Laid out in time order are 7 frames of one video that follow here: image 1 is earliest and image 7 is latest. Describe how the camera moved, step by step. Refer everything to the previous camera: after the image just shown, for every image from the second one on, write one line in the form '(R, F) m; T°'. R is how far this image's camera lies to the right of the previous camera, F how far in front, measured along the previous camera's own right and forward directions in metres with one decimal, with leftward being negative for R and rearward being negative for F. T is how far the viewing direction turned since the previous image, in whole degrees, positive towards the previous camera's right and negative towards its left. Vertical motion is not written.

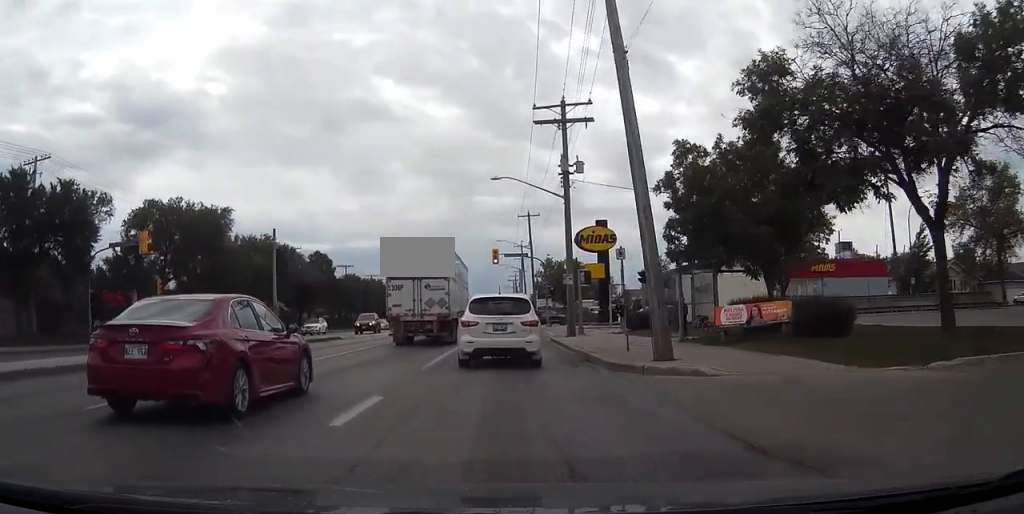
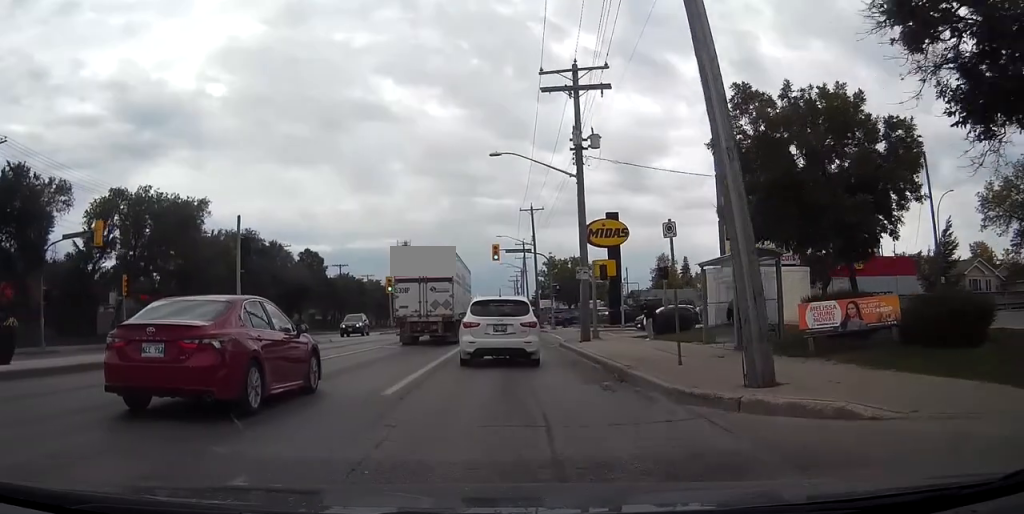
(0.0, +5.8) m; 0°
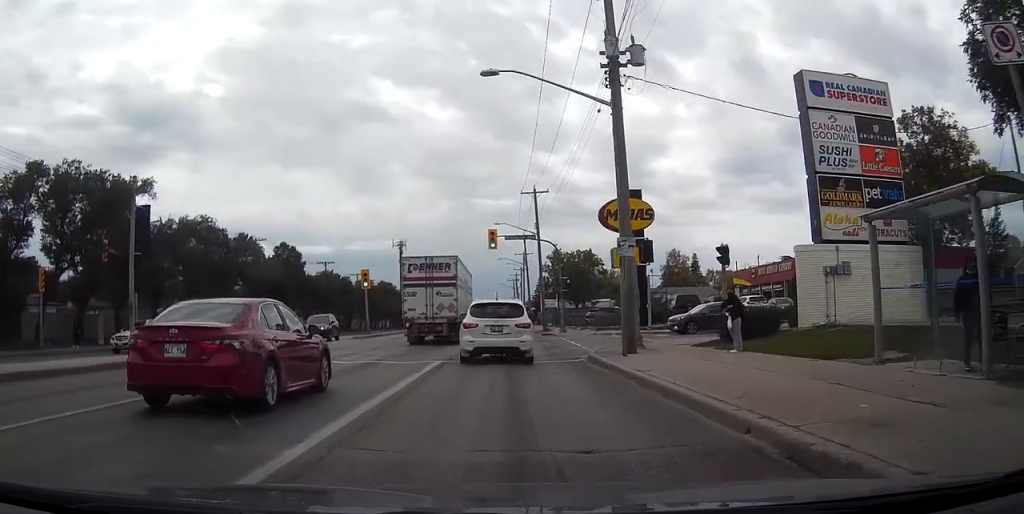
(0.0, +10.6) m; 0°
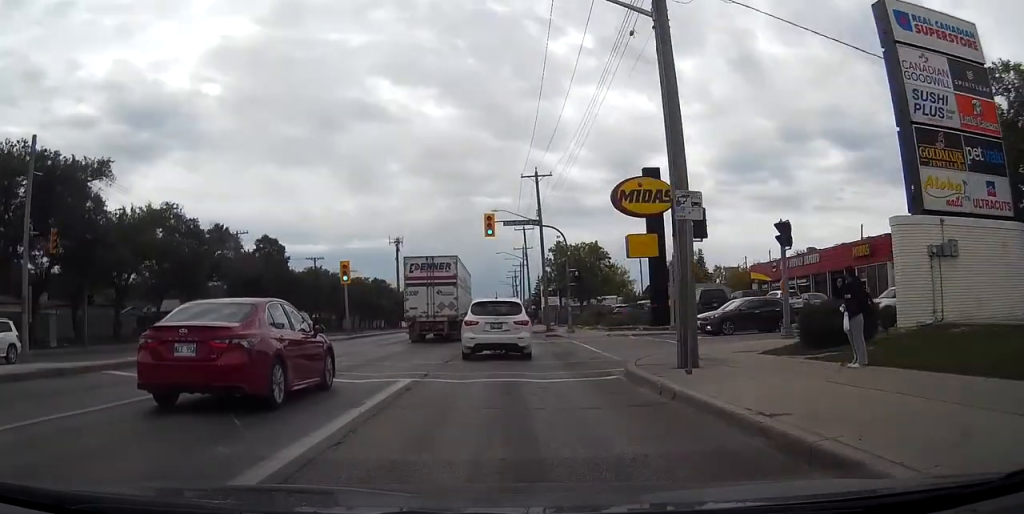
(0.0, +6.4) m; 0°
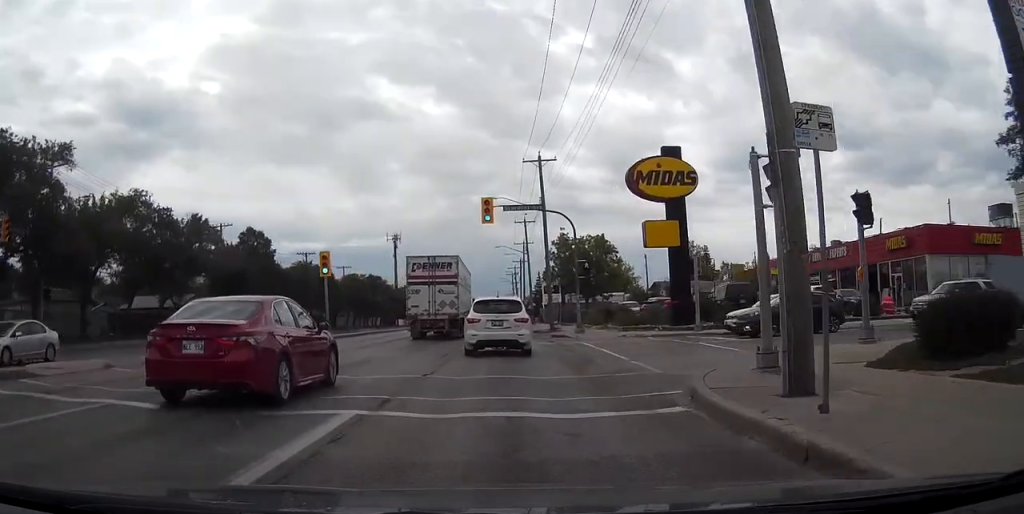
(0.0, +5.2) m; 0°
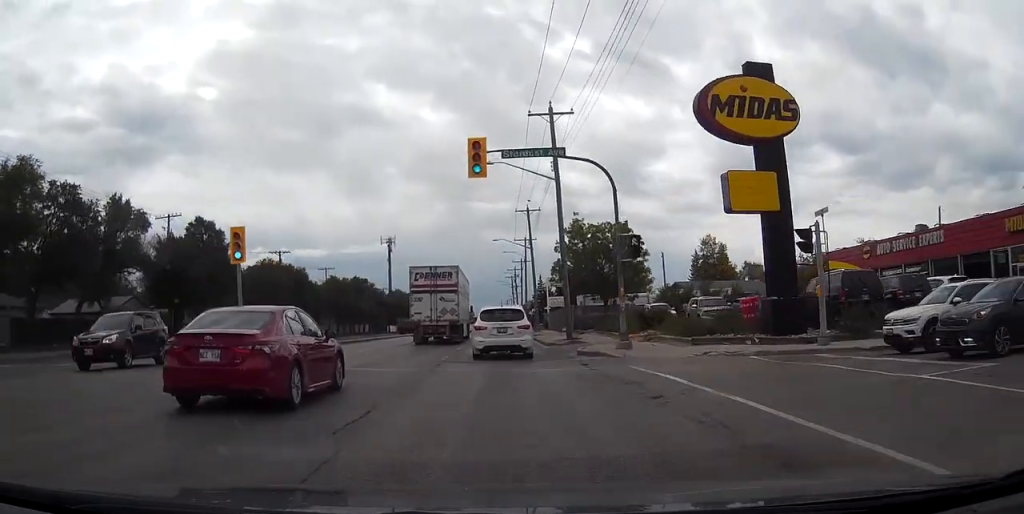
(0.0, +13.5) m; -1°
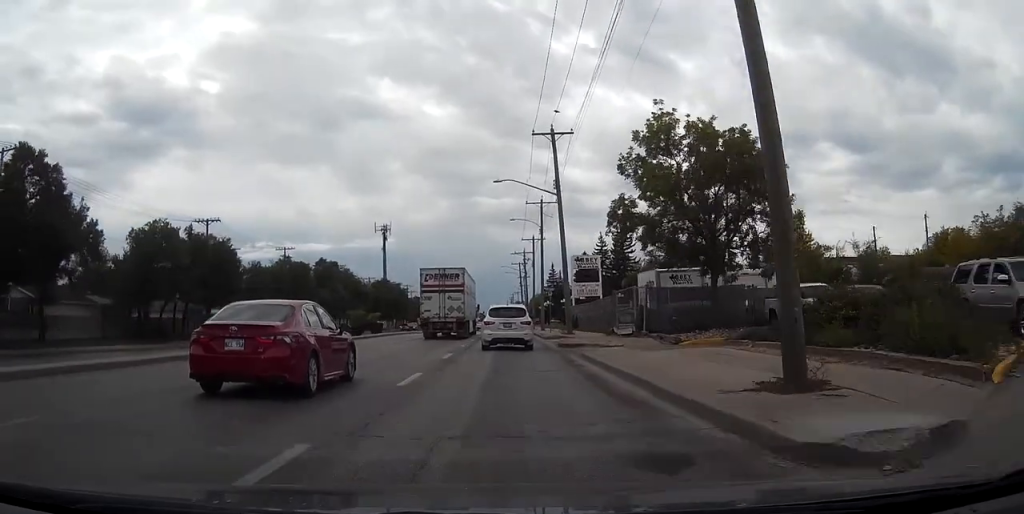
(-0.6, +28.5) m; -1°
